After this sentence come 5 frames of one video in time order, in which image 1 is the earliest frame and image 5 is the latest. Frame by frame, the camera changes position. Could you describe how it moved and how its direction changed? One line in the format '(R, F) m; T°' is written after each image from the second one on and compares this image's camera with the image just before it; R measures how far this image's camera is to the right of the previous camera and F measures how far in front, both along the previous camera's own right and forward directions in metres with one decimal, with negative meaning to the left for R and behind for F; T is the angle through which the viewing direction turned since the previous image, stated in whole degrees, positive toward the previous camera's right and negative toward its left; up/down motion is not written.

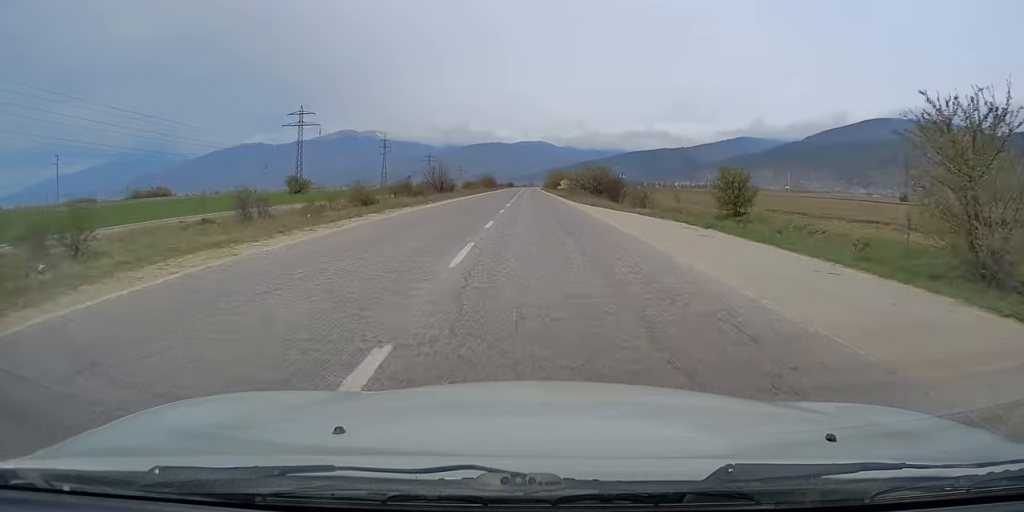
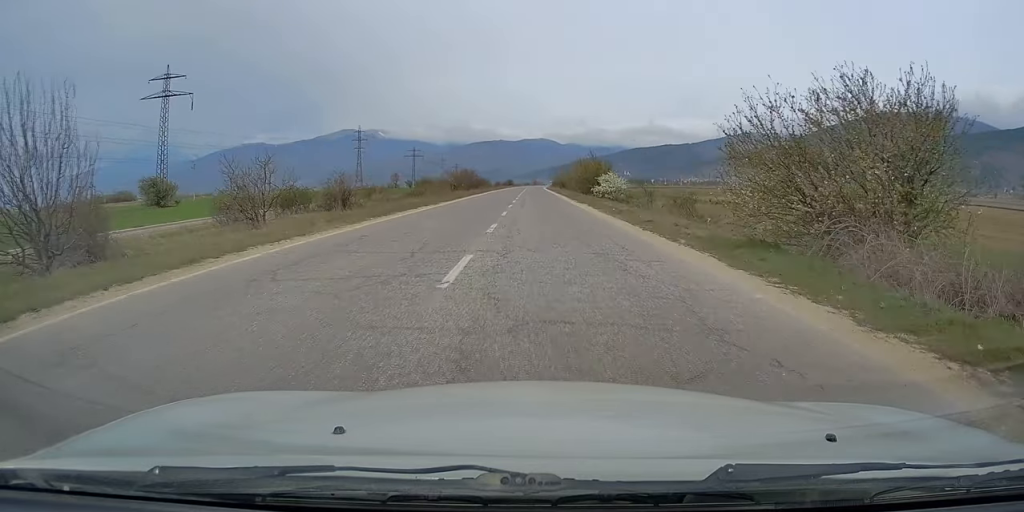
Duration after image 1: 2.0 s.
(-0.3, +55.3) m; 0°
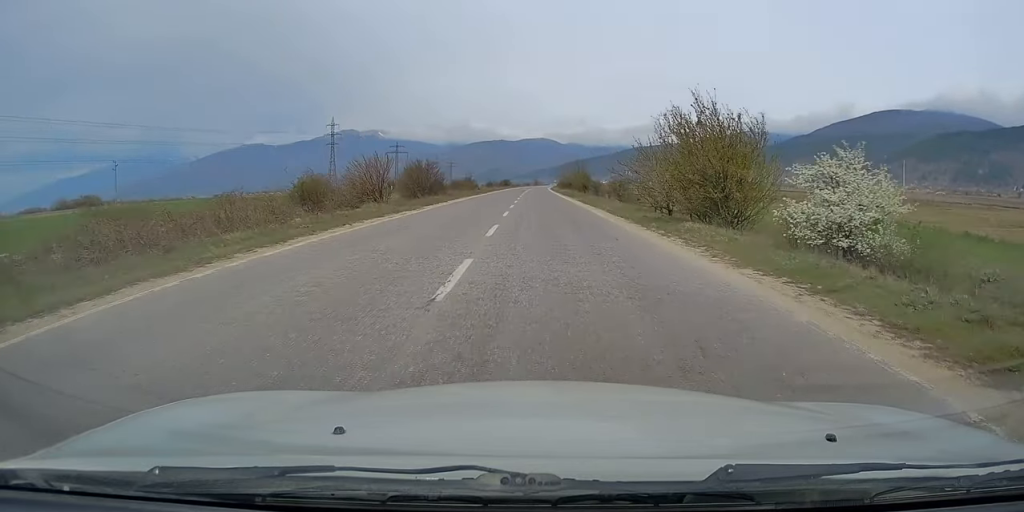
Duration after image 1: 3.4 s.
(+0.2, +38.9) m; 0°
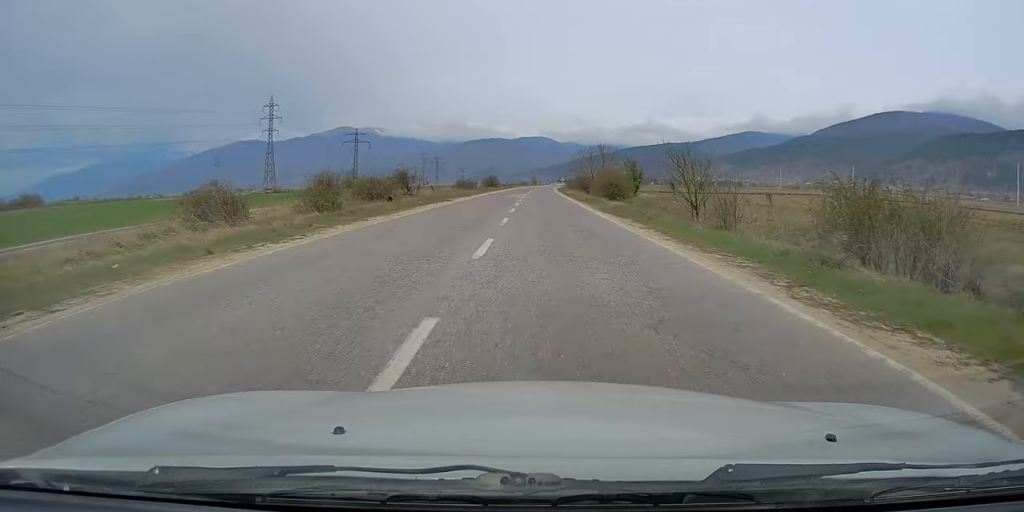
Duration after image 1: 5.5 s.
(+0.1, +57.7) m; +1°
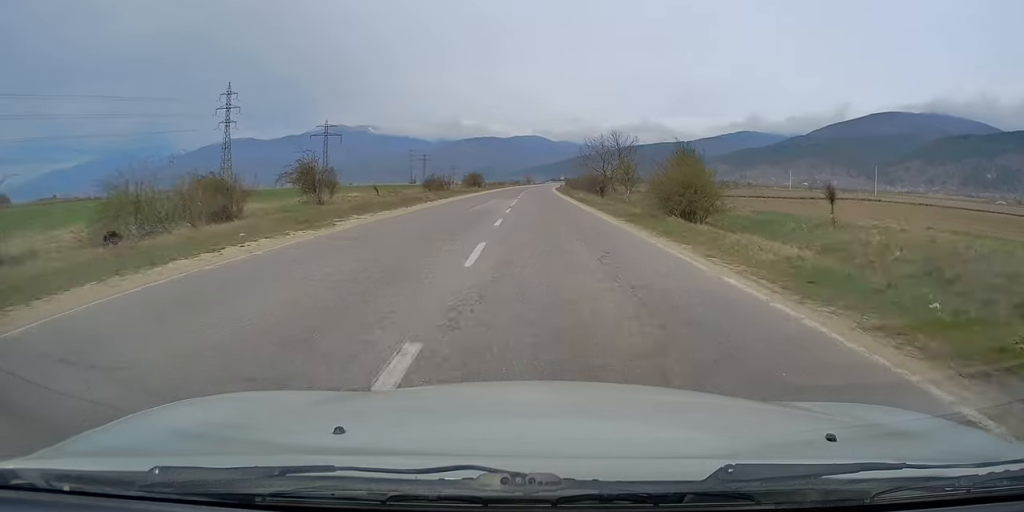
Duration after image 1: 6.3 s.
(0.0, +24.2) m; +1°
